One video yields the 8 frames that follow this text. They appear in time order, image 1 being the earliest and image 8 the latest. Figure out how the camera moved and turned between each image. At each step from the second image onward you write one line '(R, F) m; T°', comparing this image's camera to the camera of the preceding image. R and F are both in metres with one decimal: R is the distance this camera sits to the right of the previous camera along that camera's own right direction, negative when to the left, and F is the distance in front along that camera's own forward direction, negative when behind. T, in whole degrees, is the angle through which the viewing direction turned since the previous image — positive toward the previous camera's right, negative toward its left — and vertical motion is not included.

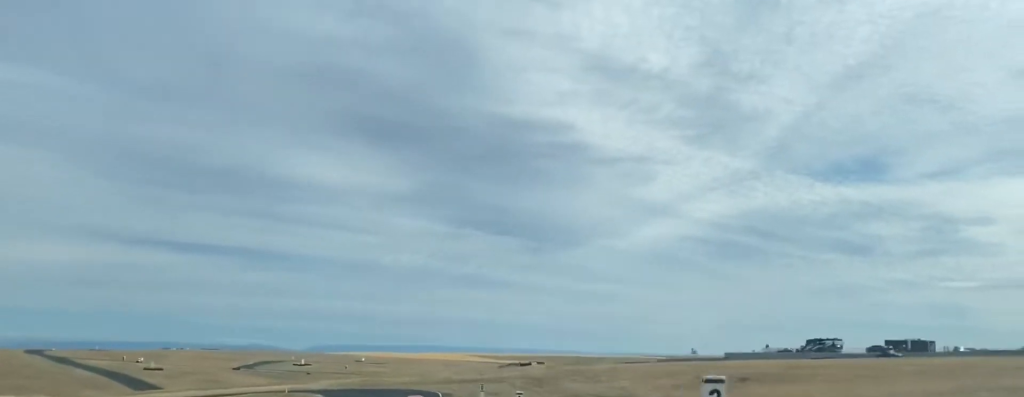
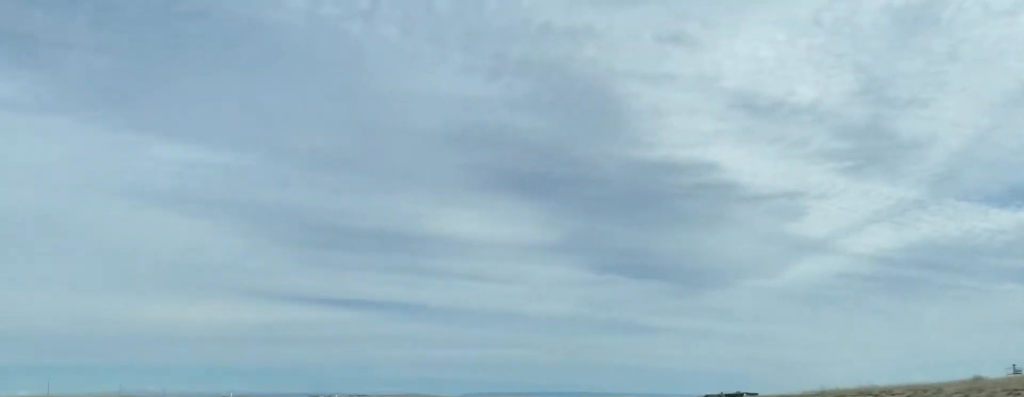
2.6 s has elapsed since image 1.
(+2.6, +81.1) m; -15°
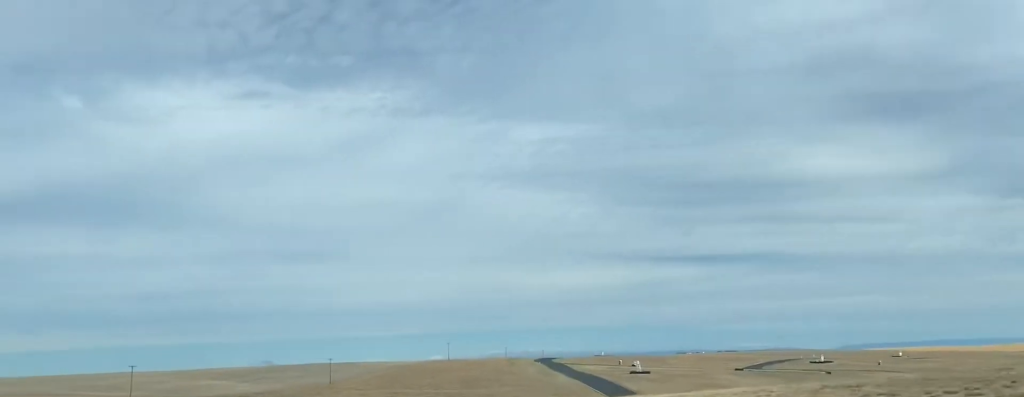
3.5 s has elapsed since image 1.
(-2.7, +17.4) m; -39°
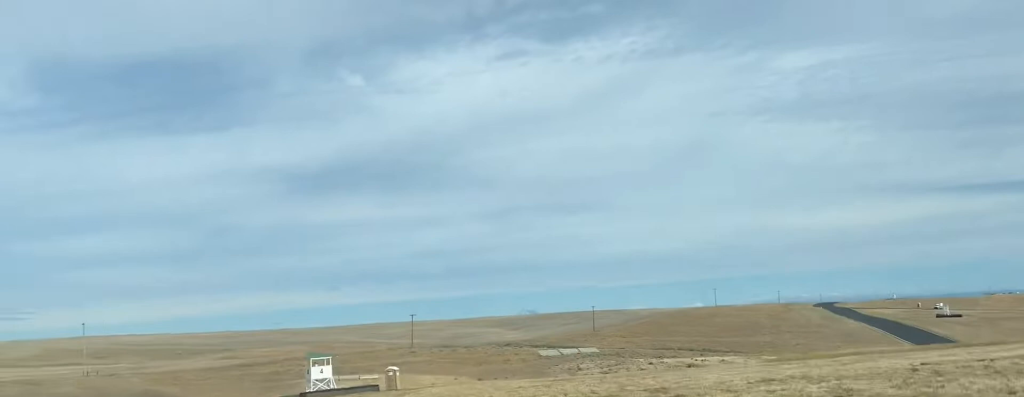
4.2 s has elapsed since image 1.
(-6.3, +10.7) m; -24°
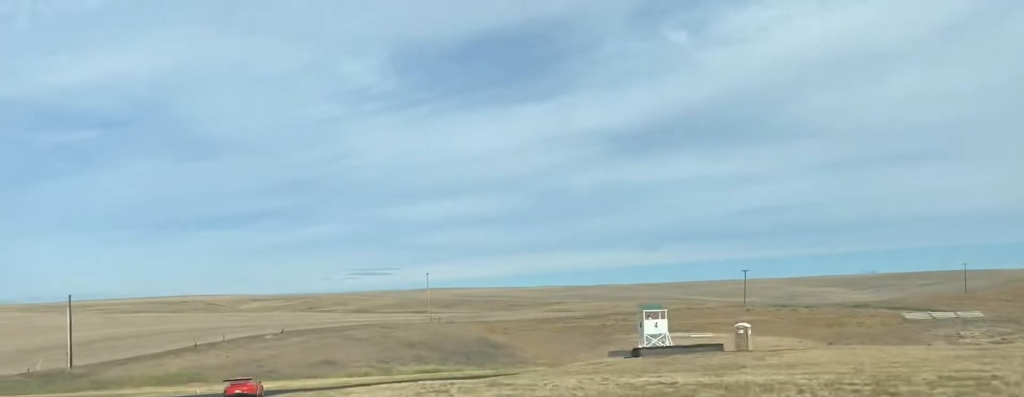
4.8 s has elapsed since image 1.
(-2.5, +12.5) m; -13°
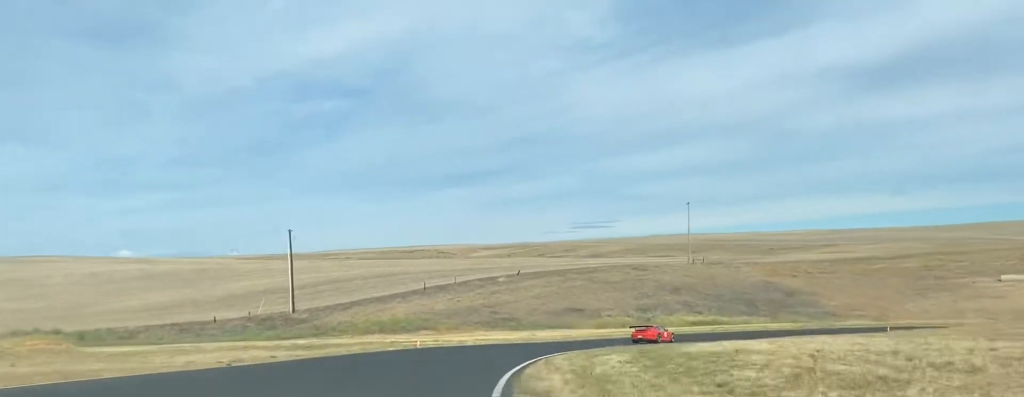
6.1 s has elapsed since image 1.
(-2.6, +28.6) m; -5°
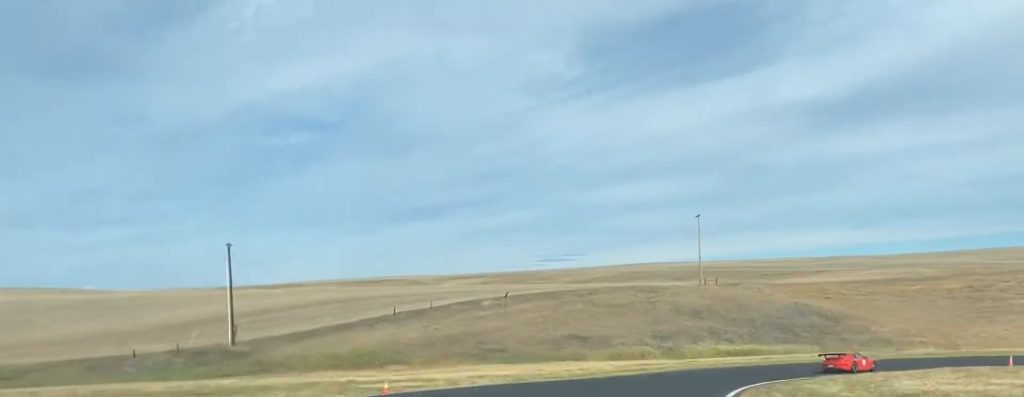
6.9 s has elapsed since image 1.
(+0.1, +17.3) m; +5°
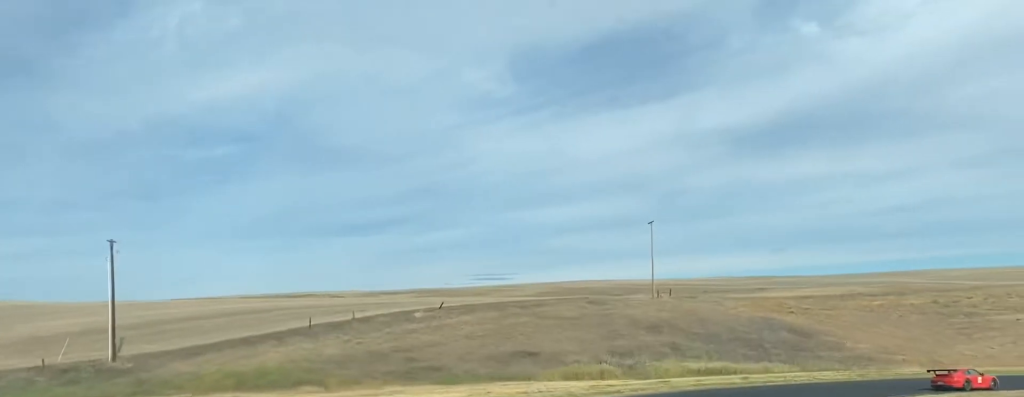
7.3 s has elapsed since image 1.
(-0.3, +10.4) m; +5°
